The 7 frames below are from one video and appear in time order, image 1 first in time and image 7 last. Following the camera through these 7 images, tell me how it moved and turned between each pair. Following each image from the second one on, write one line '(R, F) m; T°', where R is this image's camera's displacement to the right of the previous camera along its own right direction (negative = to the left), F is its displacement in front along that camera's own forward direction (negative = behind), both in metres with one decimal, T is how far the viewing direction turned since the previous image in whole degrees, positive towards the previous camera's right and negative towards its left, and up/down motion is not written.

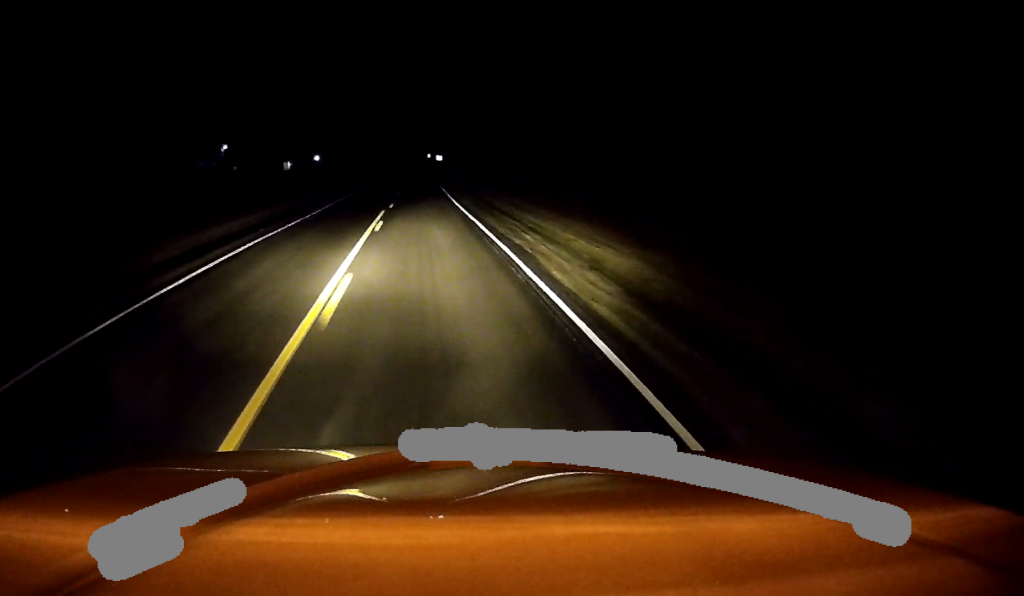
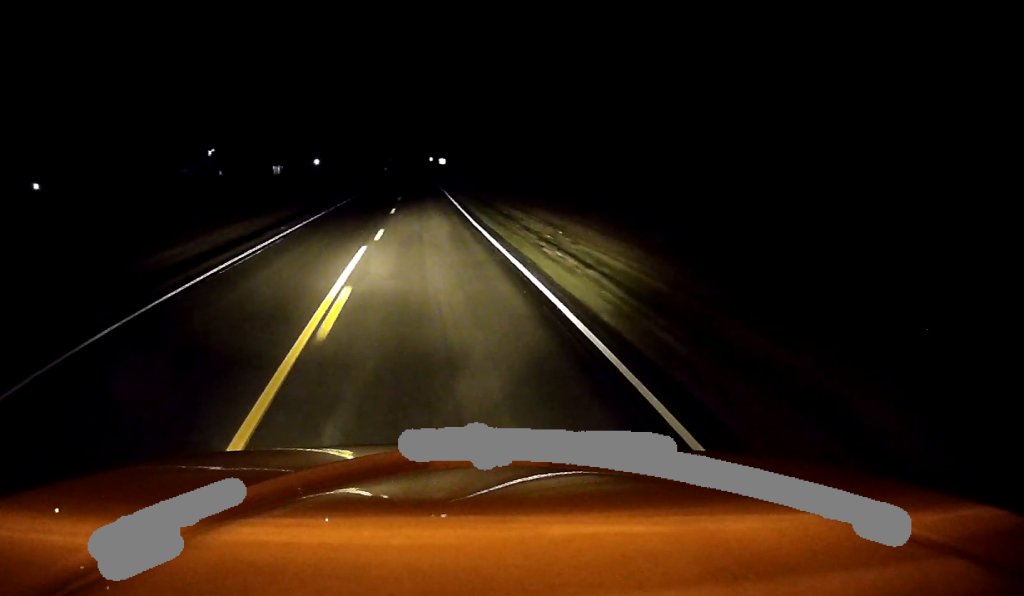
(-0.1, +13.0) m; 0°
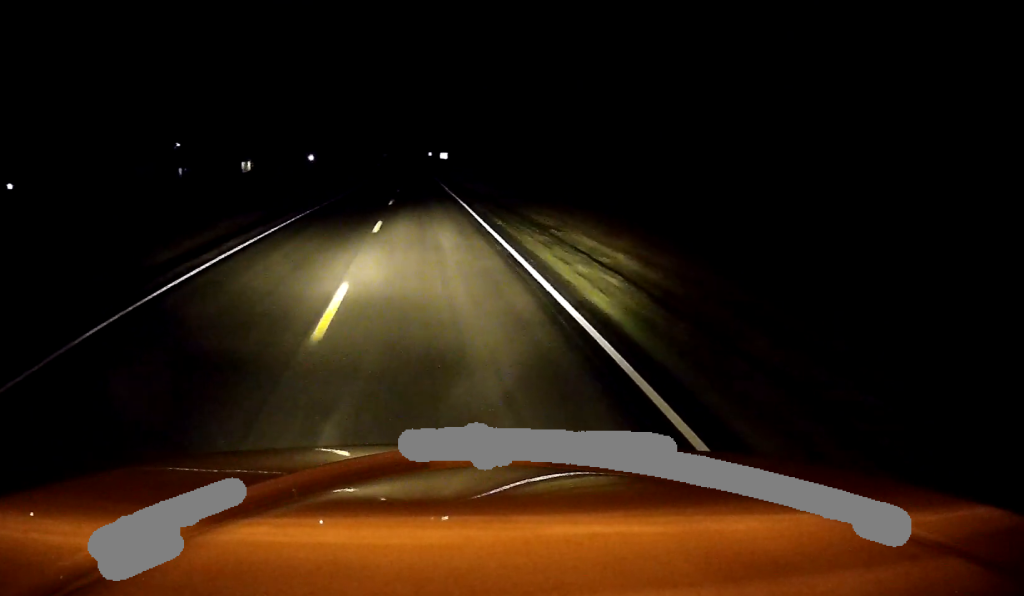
(+0.4, +24.4) m; +1°
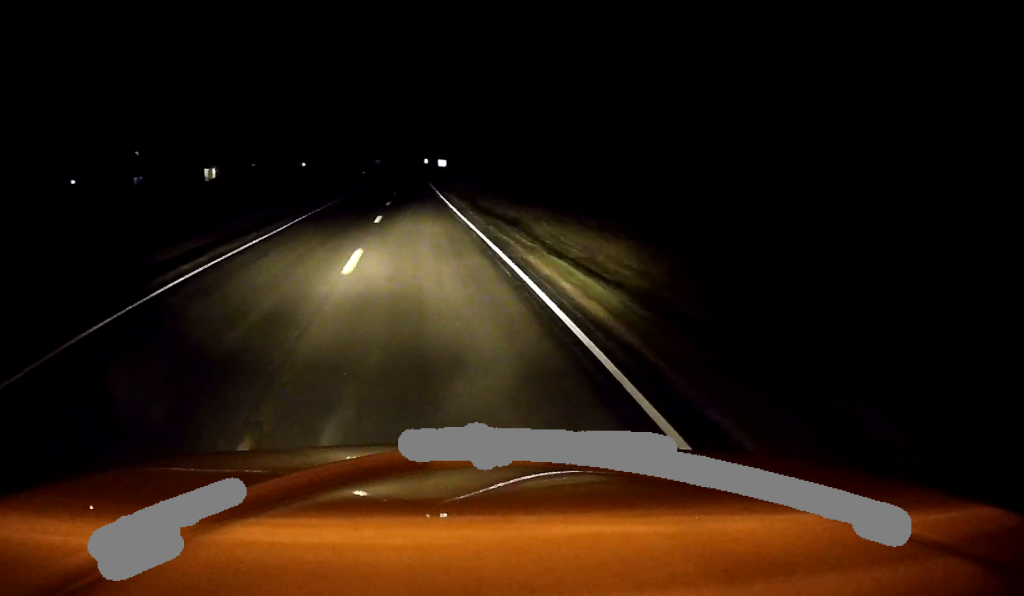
(0.0, +18.6) m; 0°
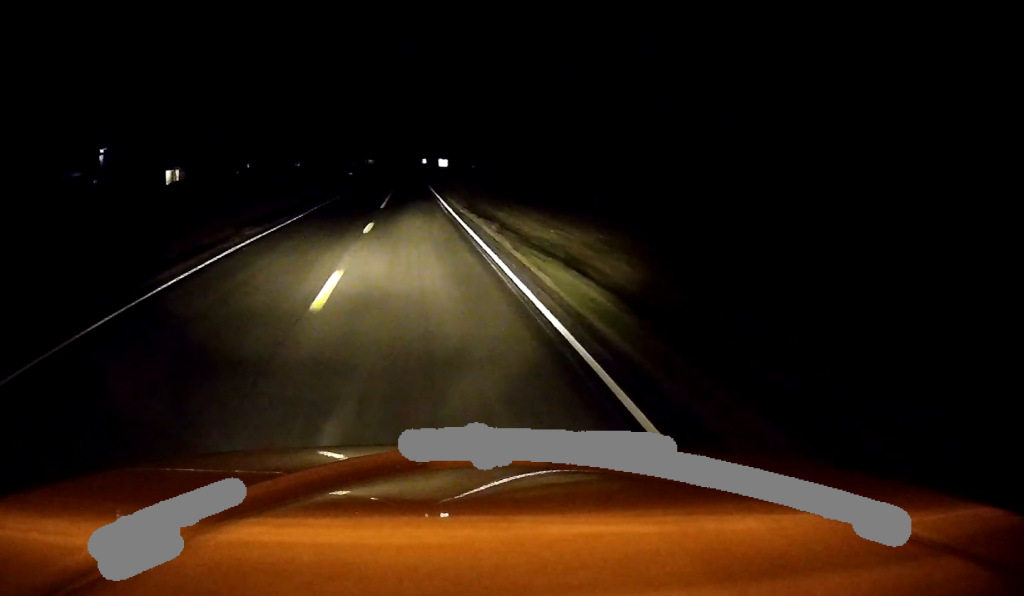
(0.0, +15.3) m; 0°
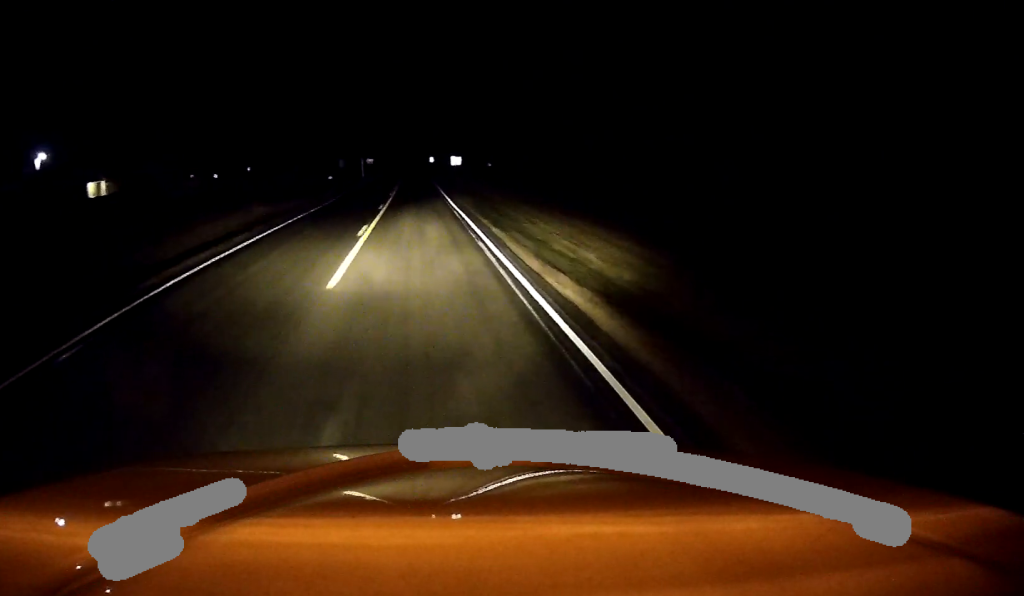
(-0.2, +23.1) m; -1°
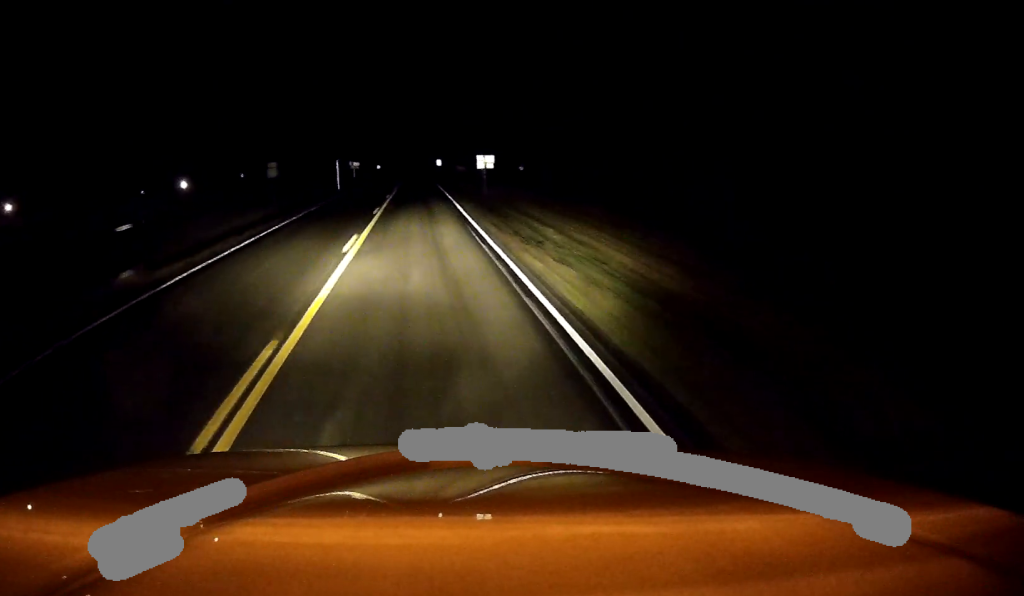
(-0.2, +38.8) m; +1°
